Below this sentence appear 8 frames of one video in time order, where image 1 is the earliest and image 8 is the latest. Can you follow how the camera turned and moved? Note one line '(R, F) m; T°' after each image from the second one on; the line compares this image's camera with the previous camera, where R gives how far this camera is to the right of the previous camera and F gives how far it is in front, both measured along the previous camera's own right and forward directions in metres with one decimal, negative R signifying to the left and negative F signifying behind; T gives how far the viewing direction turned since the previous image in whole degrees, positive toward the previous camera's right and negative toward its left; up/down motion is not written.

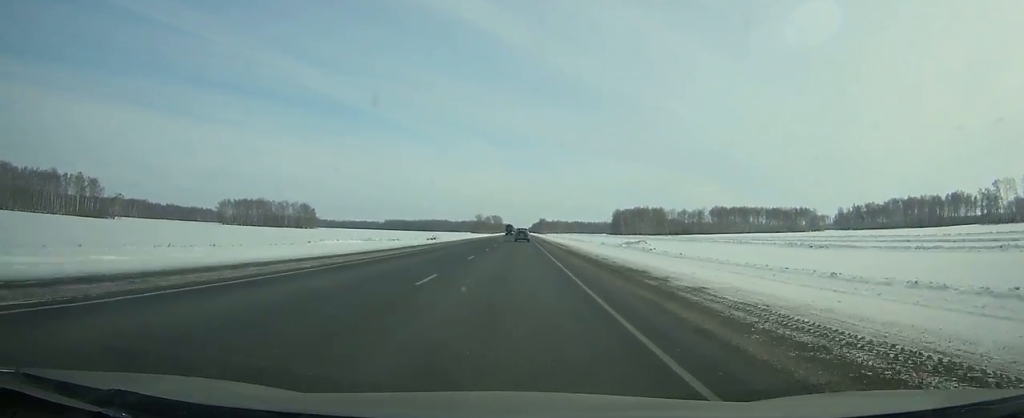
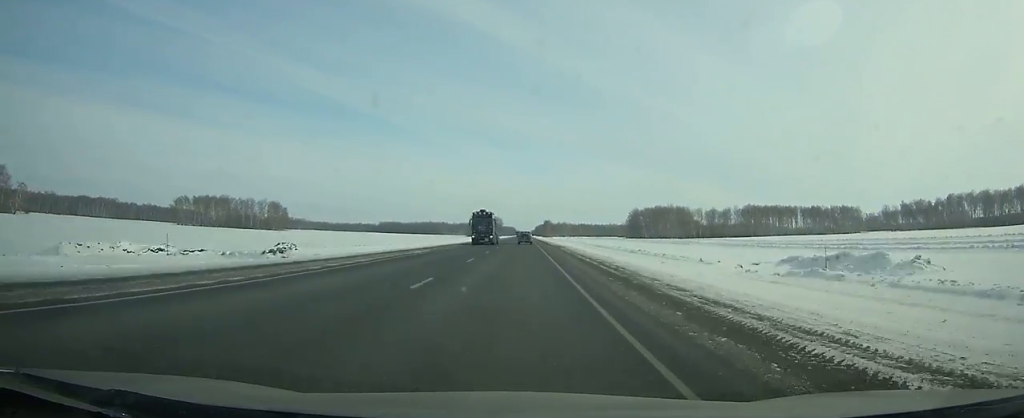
(-0.1, +70.6) m; 0°
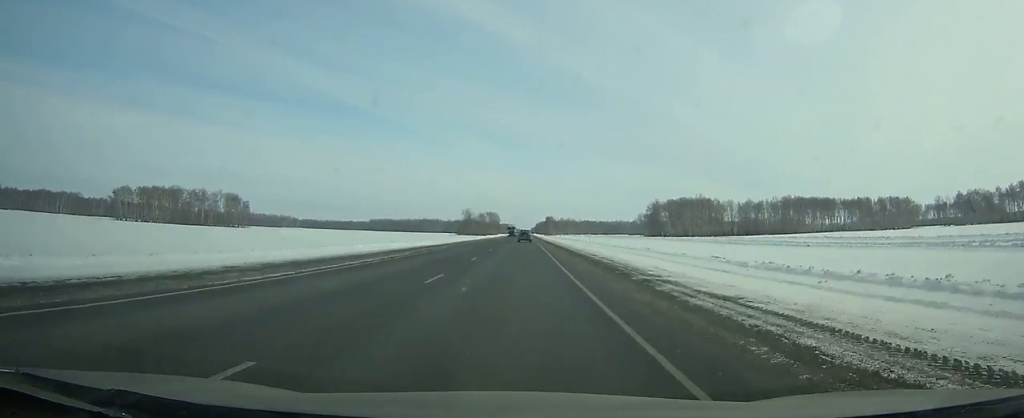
(-0.1, +69.2) m; 0°
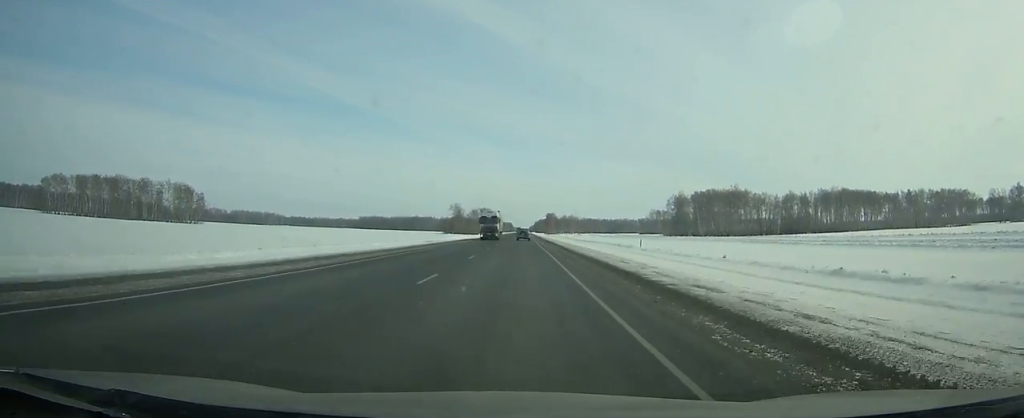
(+0.1, +60.8) m; 0°
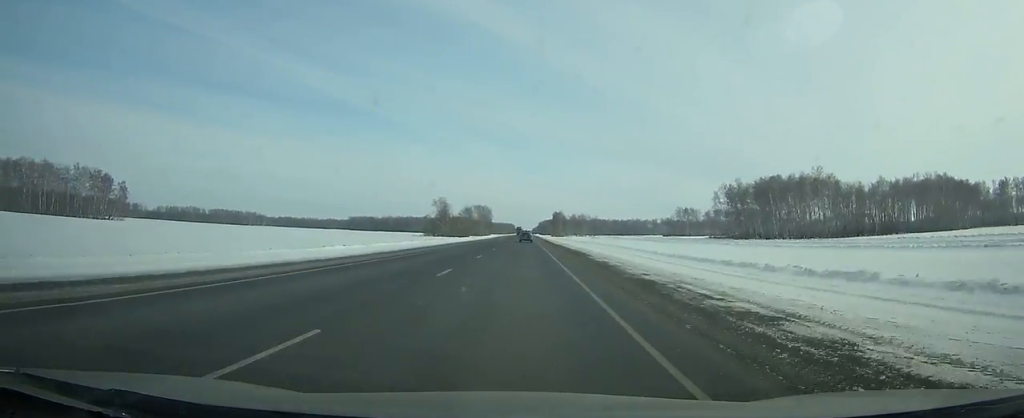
(-0.3, +83.0) m; 0°
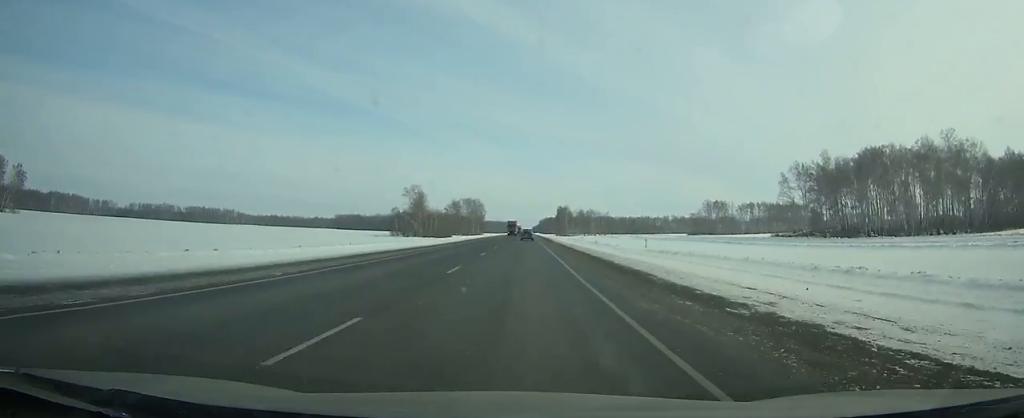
(+0.1, +73.0) m; 0°
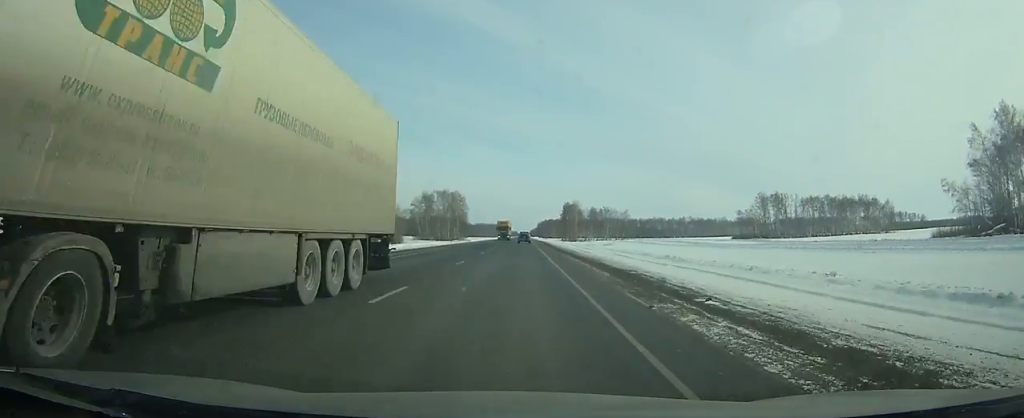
(+0.1, +90.6) m; 0°
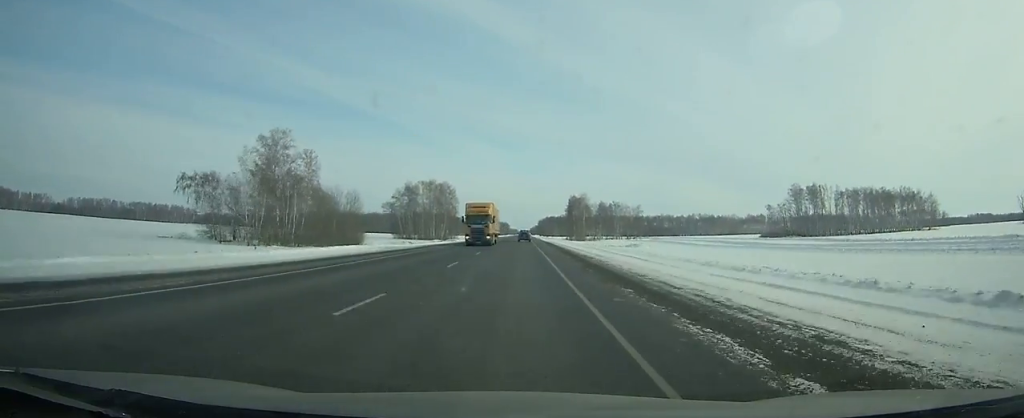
(0.0, +36.3) m; 0°
